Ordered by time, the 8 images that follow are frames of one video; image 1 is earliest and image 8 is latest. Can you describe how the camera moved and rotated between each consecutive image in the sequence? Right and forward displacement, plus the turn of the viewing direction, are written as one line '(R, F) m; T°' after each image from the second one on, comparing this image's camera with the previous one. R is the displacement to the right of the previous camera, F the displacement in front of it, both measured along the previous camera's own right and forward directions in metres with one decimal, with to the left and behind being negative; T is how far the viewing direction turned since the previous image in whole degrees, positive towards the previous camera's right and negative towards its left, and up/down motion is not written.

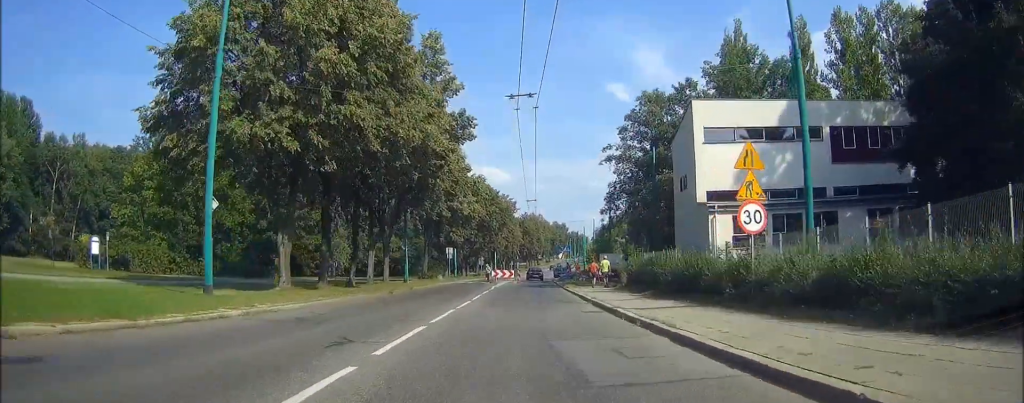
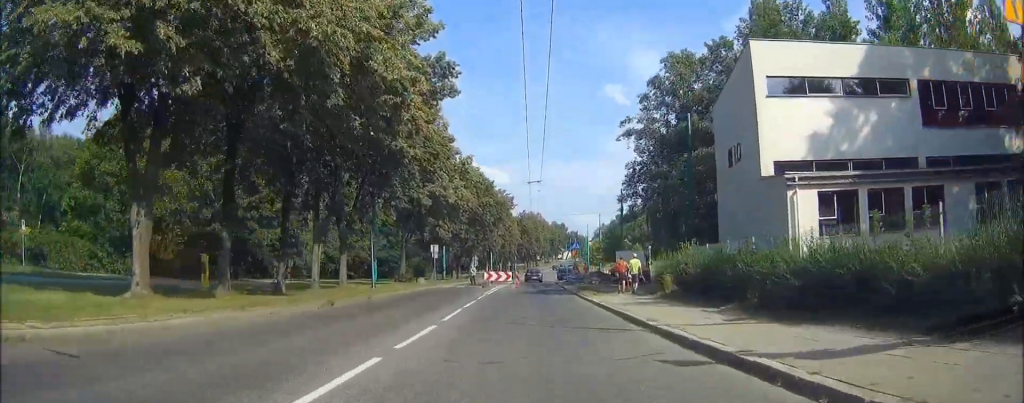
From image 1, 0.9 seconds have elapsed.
(+0.2, +10.7) m; +2°
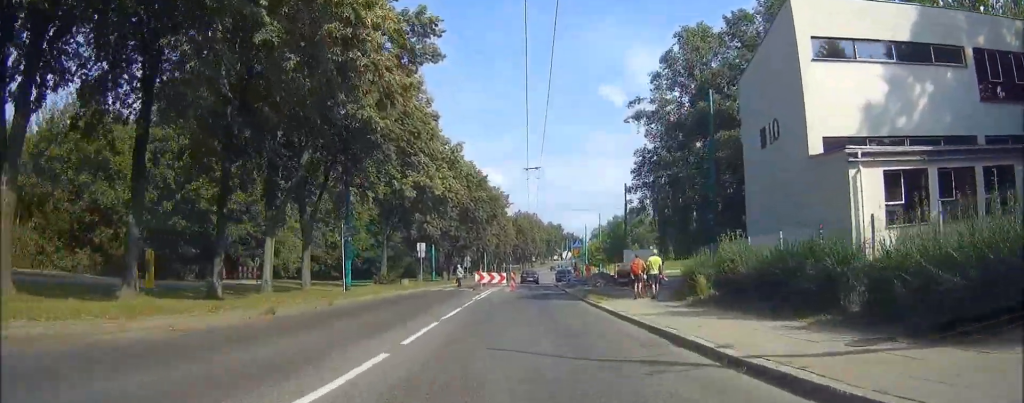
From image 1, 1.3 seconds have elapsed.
(0.0, +5.2) m; +1°
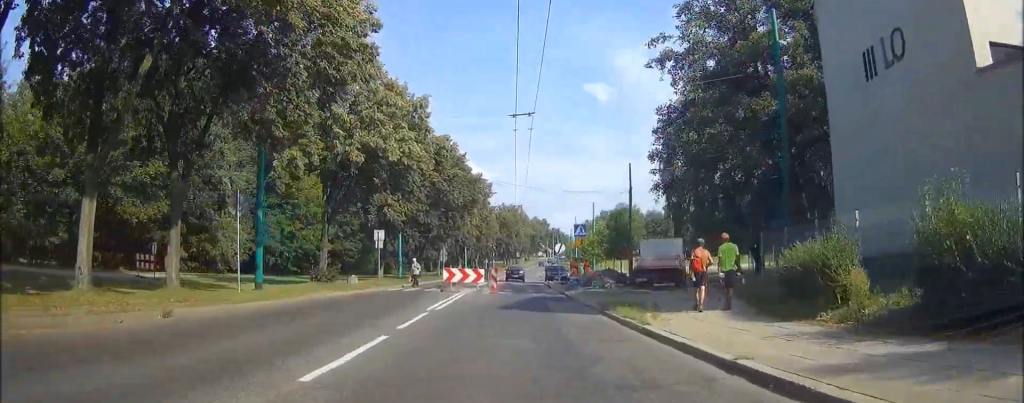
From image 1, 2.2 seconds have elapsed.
(+0.2, +10.2) m; +1°
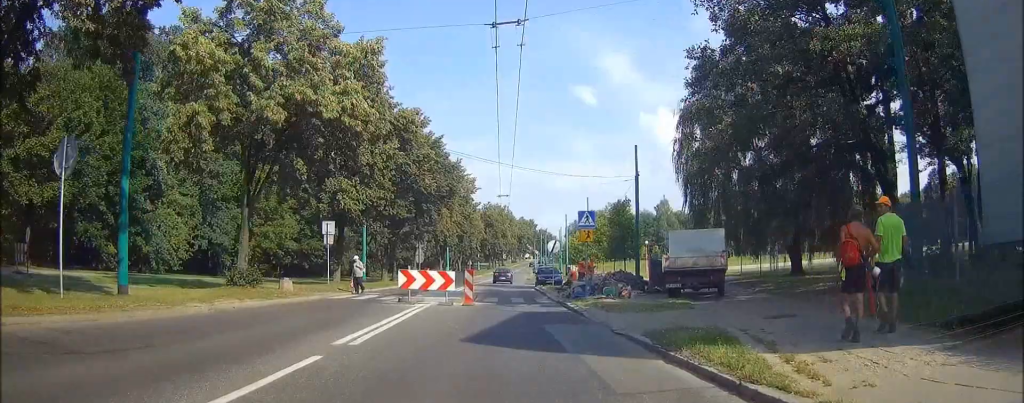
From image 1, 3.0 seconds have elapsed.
(0.0, +8.6) m; 0°
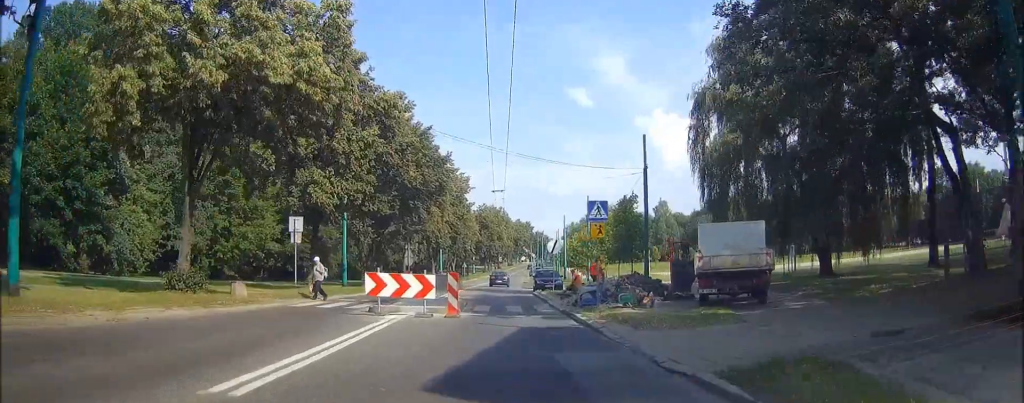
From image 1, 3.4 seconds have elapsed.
(0.0, +4.6) m; 0°
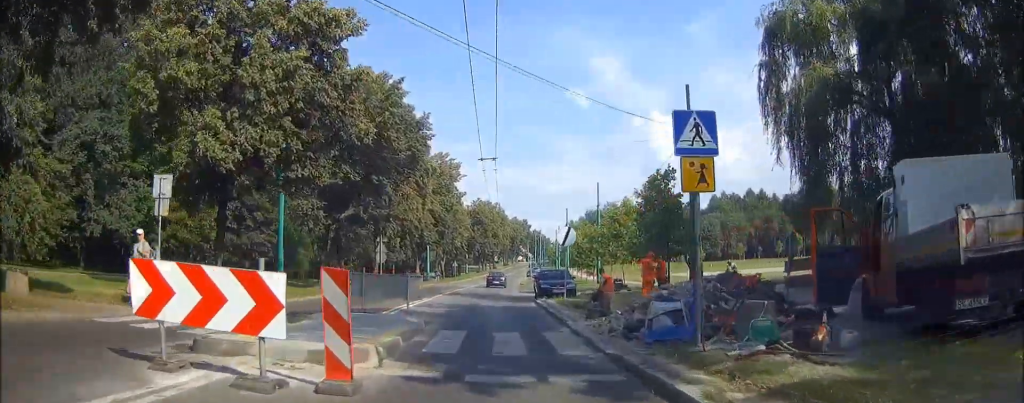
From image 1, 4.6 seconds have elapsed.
(0.0, +11.9) m; 0°
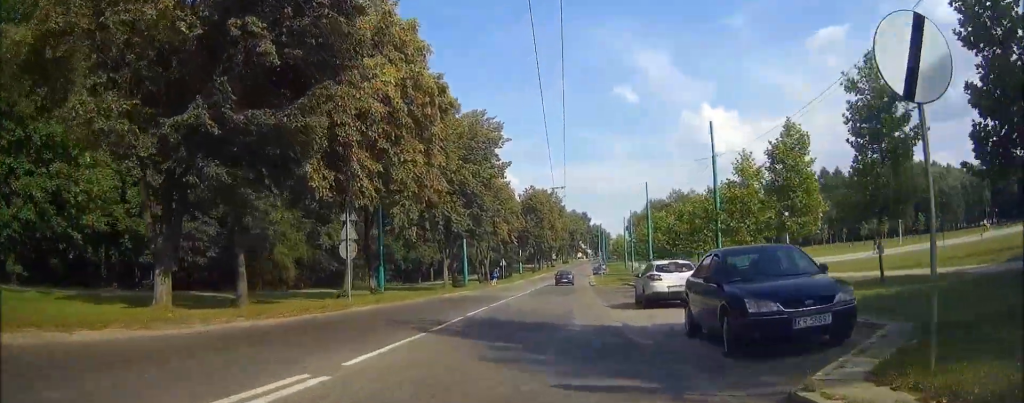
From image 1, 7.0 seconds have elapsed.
(-0.6, +24.4) m; -4°
